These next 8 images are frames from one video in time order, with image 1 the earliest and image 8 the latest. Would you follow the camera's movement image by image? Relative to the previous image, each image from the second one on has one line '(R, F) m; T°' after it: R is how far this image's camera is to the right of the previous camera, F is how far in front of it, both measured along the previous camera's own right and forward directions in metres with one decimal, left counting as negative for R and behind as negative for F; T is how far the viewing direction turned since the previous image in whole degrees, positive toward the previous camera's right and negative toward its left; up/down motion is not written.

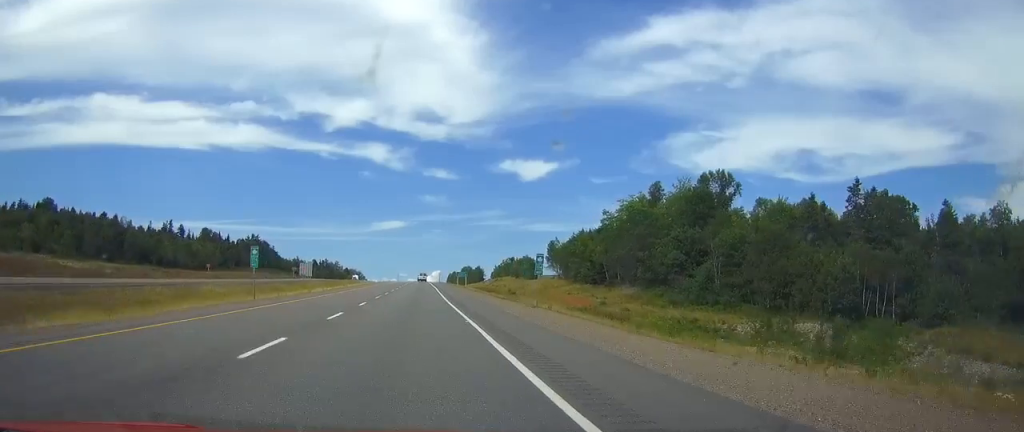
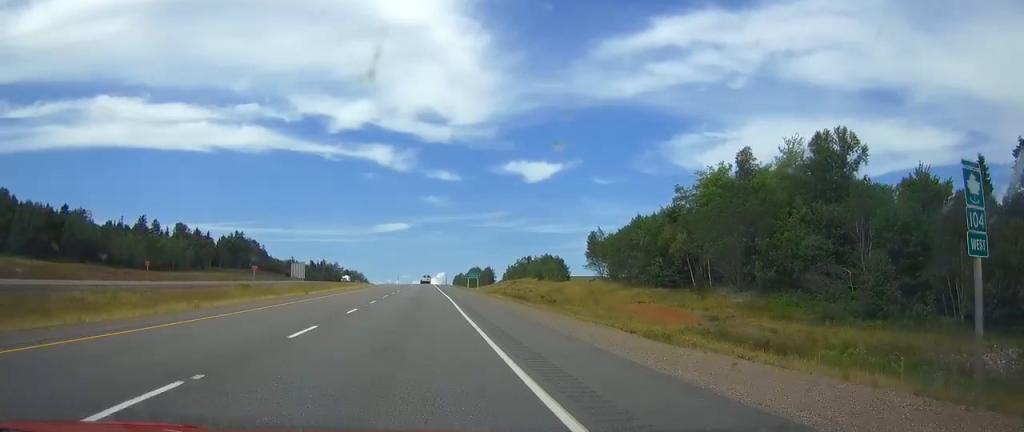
(0.0, +32.1) m; 0°
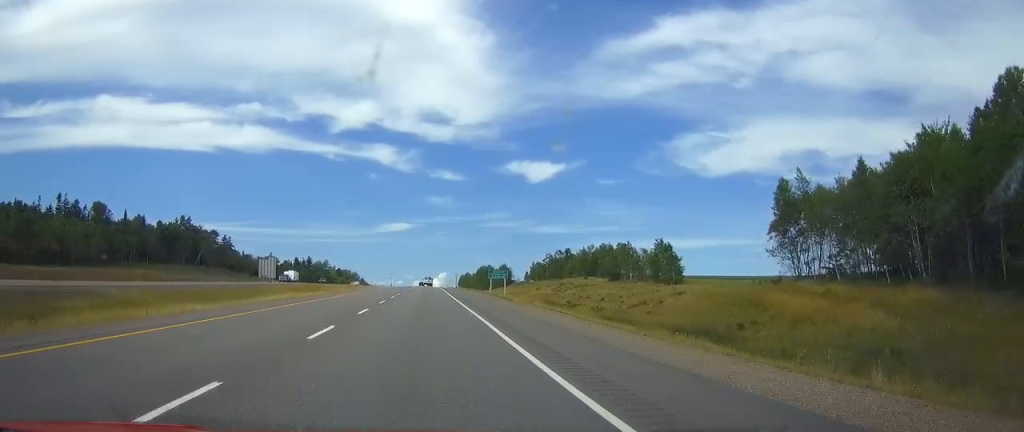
(-0.1, +62.0) m; 0°
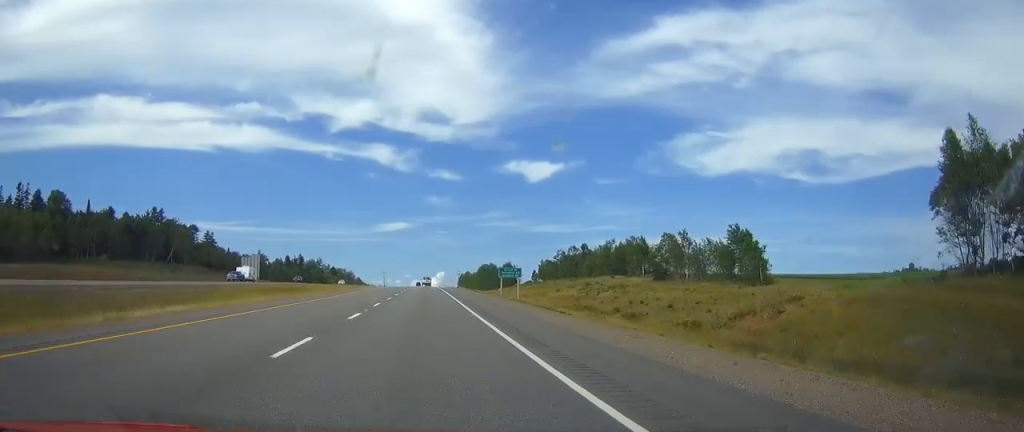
(0.0, +21.0) m; 0°
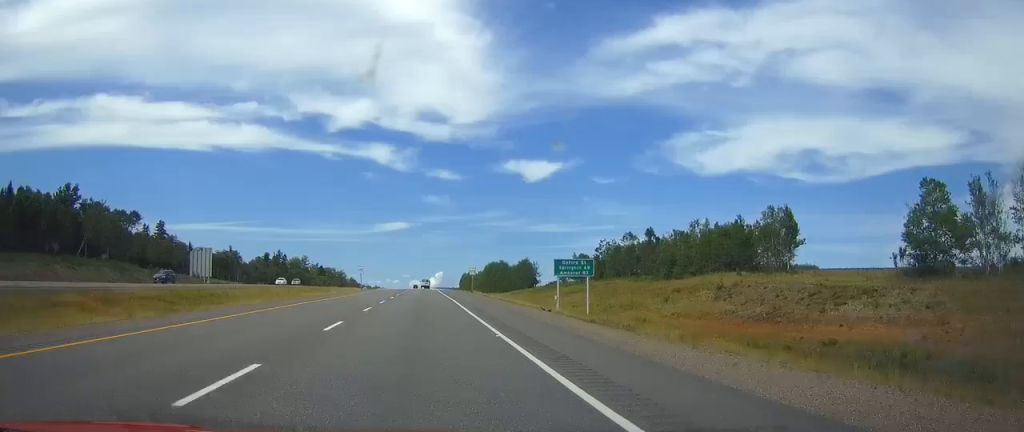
(0.0, +48.5) m; 0°
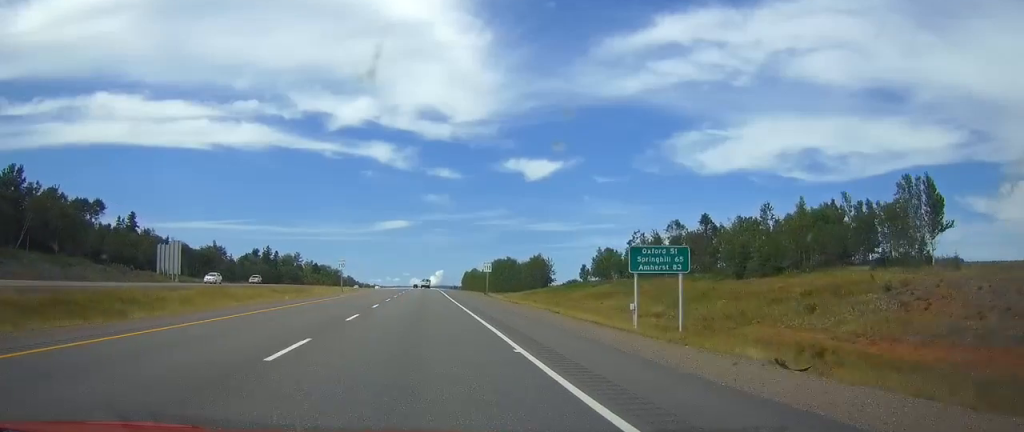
(0.0, +23.1) m; 0°
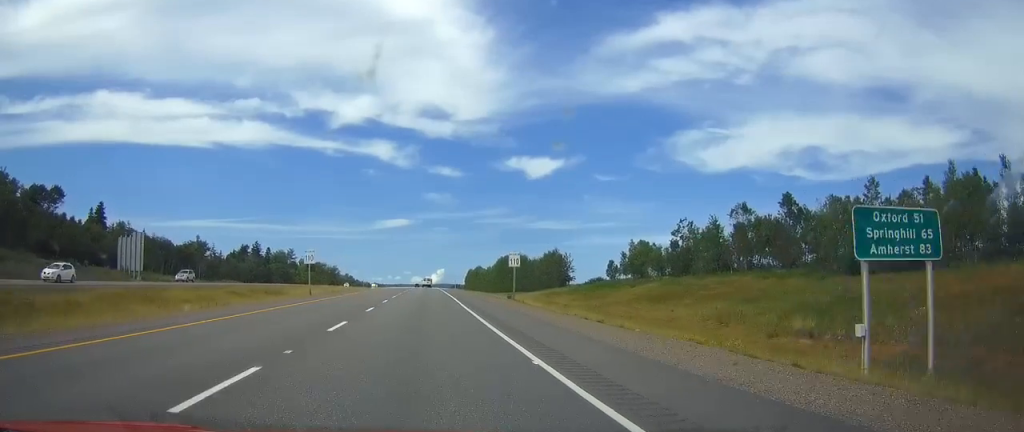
(0.0, +22.0) m; 0°
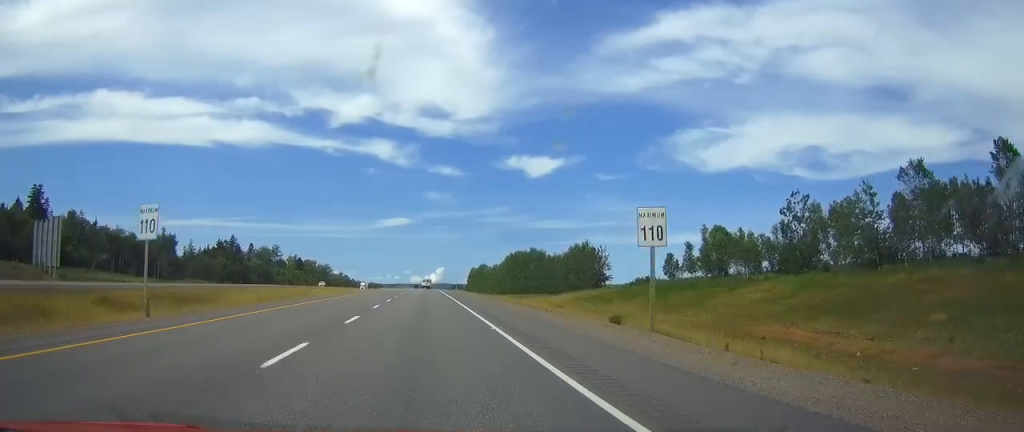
(0.0, +33.0) m; 0°
